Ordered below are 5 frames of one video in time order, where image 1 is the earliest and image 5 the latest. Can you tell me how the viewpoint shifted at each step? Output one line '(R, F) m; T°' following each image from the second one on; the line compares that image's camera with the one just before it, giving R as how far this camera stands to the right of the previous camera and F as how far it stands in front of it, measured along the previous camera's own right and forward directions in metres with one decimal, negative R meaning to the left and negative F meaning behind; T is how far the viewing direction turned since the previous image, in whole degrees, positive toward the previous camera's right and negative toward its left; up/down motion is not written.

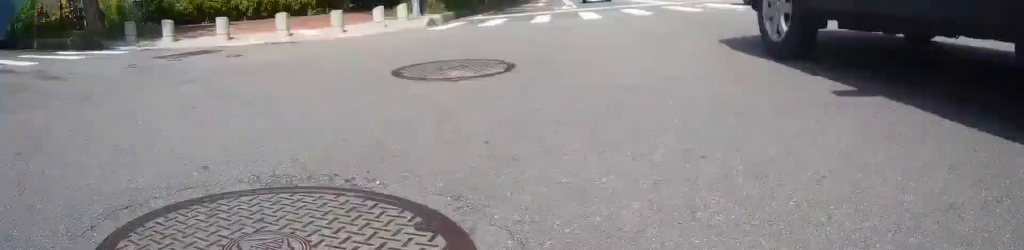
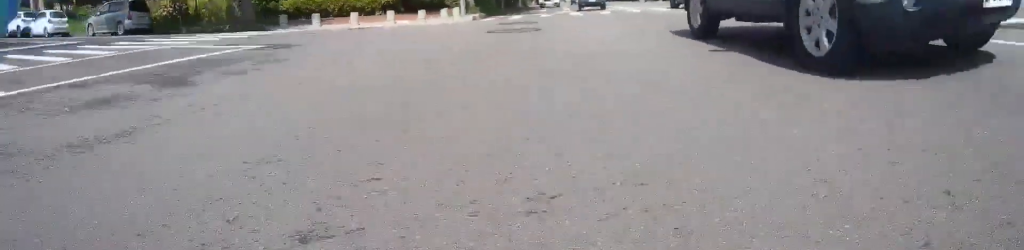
(-0.1, +7.6) m; -1°
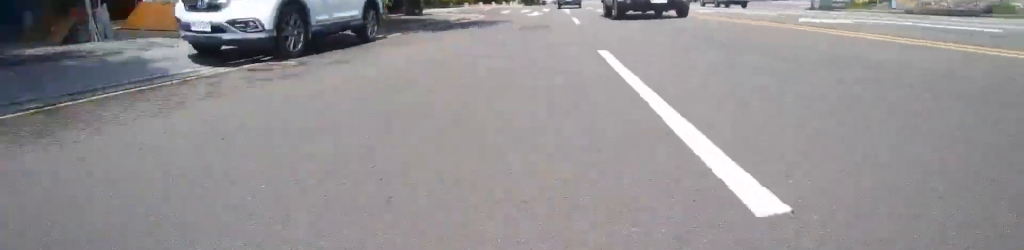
(-0.1, +29.7) m; -1°
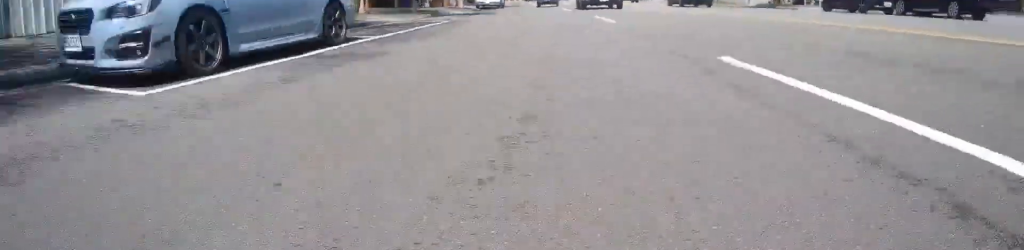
(-0.3, +28.7) m; 0°
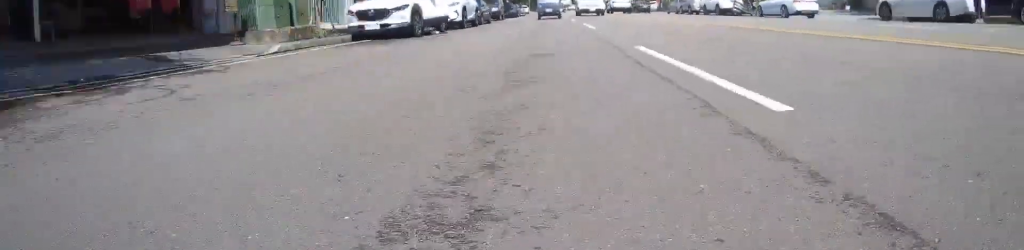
(+1.1, +54.0) m; +1°
